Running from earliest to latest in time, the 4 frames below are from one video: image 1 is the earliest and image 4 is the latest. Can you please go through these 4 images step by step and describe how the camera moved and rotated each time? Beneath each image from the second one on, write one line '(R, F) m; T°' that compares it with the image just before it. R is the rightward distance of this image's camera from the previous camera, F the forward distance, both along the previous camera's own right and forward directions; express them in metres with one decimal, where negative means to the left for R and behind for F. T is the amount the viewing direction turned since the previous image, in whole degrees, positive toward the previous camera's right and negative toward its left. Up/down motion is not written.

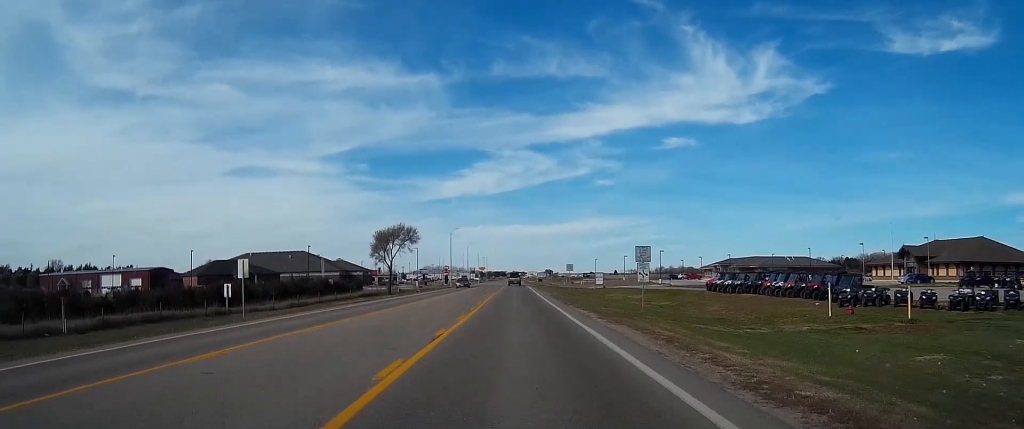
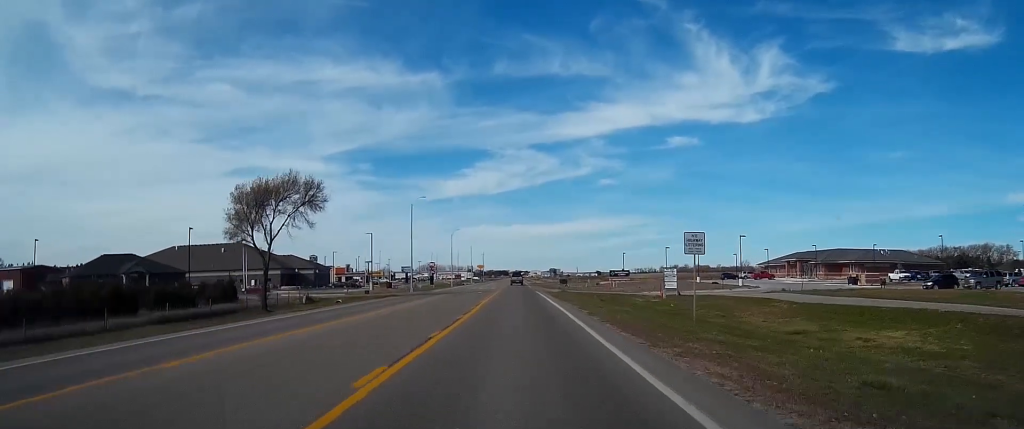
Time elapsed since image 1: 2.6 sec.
(-0.1, +58.4) m; 0°
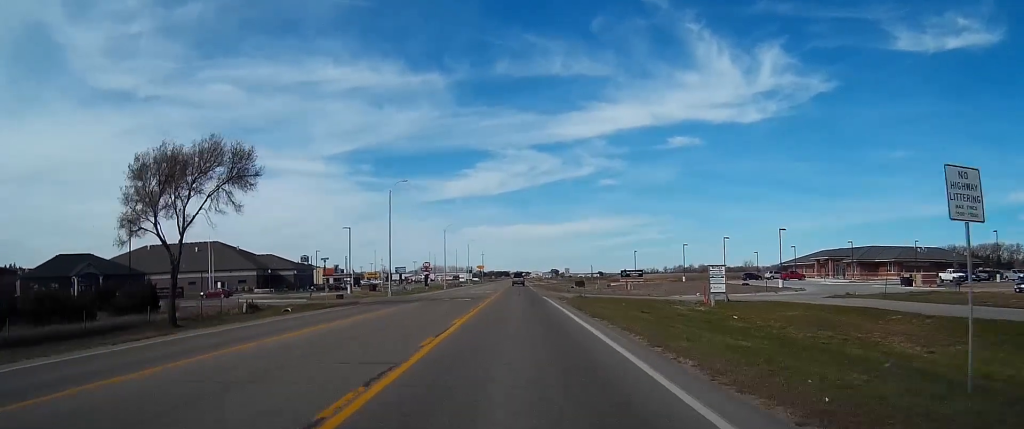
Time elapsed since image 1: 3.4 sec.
(+0.1, +16.4) m; 0°
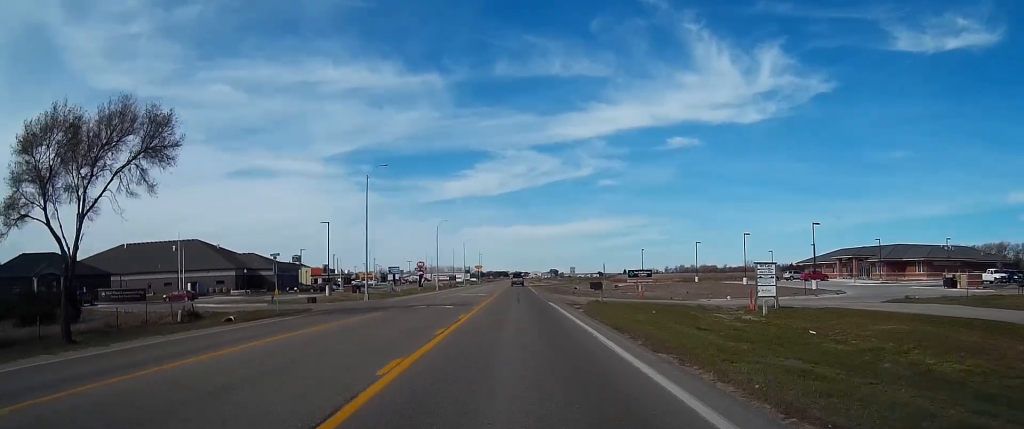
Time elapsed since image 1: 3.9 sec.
(0.0, +11.2) m; 0°
